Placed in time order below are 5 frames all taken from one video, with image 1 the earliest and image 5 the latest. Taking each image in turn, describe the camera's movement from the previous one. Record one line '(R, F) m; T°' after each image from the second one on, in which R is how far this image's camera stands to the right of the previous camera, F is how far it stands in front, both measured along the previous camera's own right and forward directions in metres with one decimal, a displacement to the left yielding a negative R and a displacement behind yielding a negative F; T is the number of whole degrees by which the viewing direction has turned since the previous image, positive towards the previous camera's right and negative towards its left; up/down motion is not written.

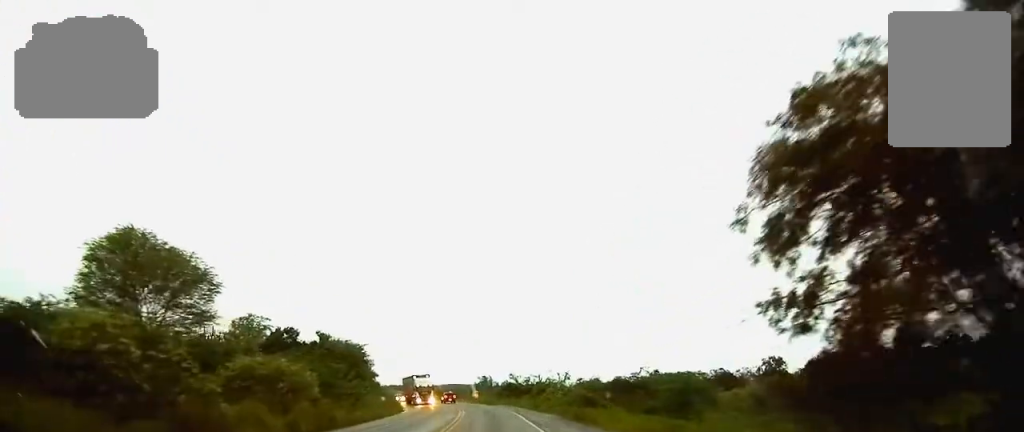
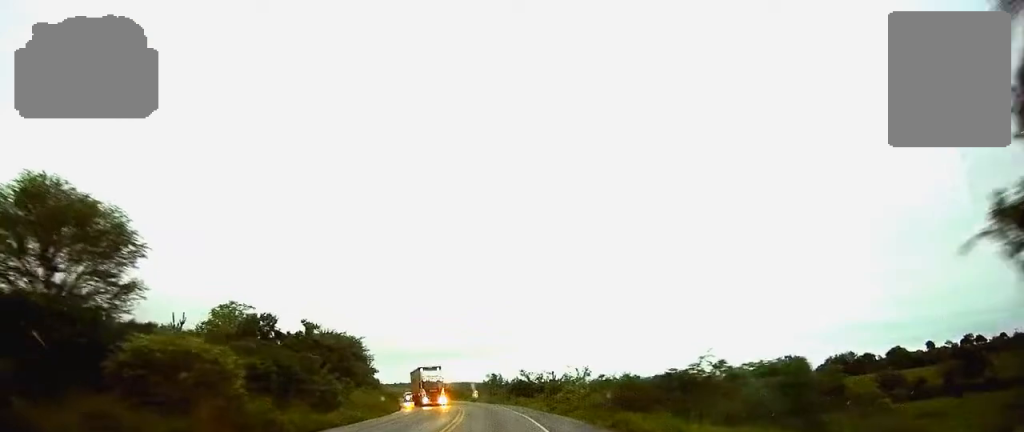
(-0.1, +9.4) m; -1°
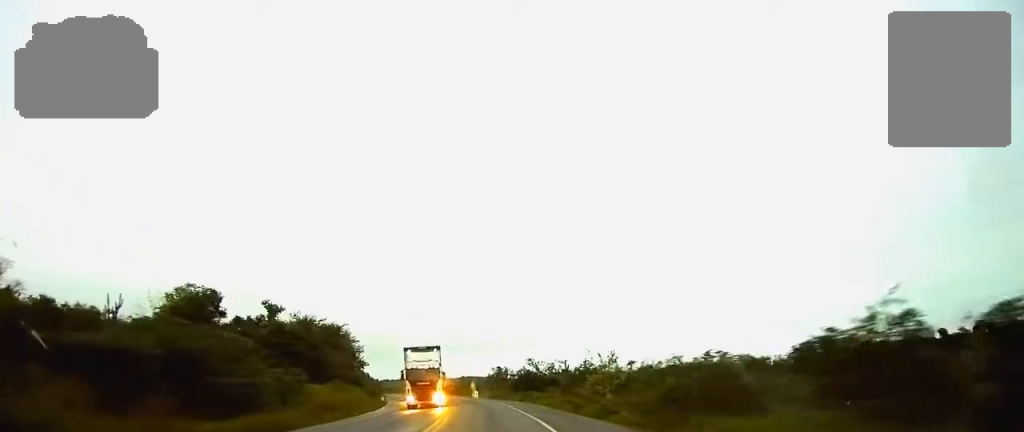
(0.0, +12.5) m; -1°
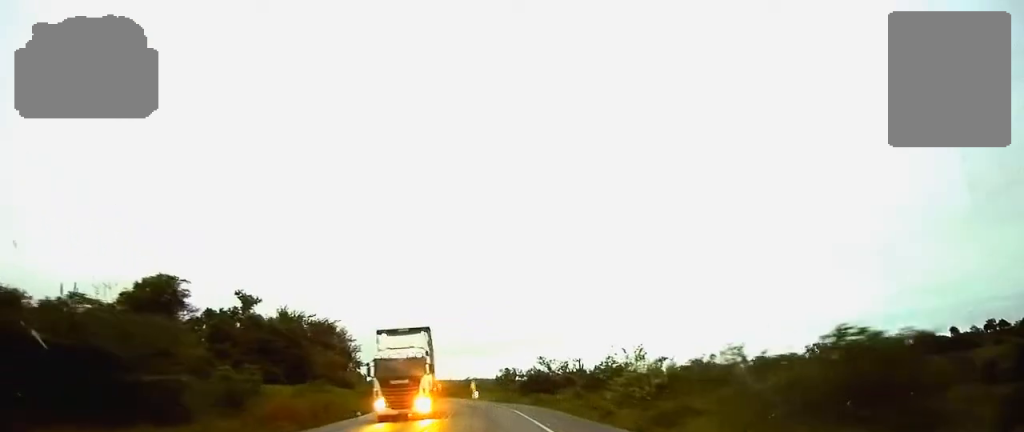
(0.0, +7.5) m; -1°
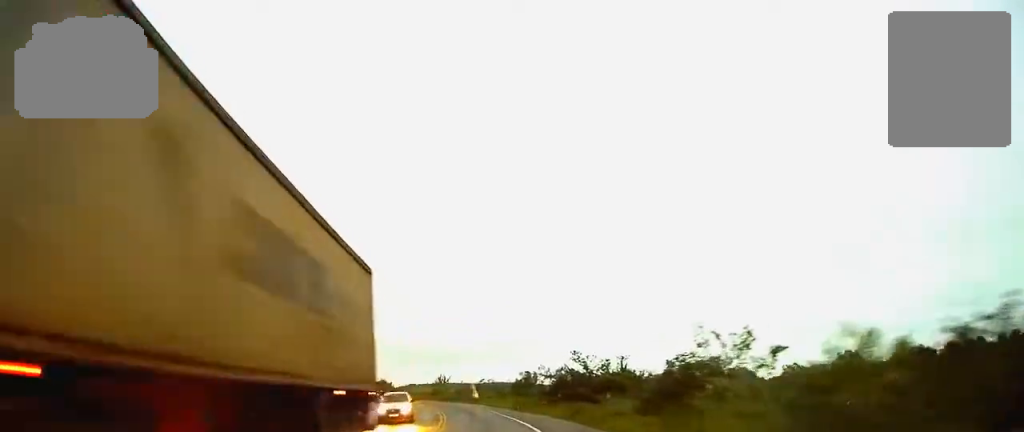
(-0.3, +15.8) m; -2°
